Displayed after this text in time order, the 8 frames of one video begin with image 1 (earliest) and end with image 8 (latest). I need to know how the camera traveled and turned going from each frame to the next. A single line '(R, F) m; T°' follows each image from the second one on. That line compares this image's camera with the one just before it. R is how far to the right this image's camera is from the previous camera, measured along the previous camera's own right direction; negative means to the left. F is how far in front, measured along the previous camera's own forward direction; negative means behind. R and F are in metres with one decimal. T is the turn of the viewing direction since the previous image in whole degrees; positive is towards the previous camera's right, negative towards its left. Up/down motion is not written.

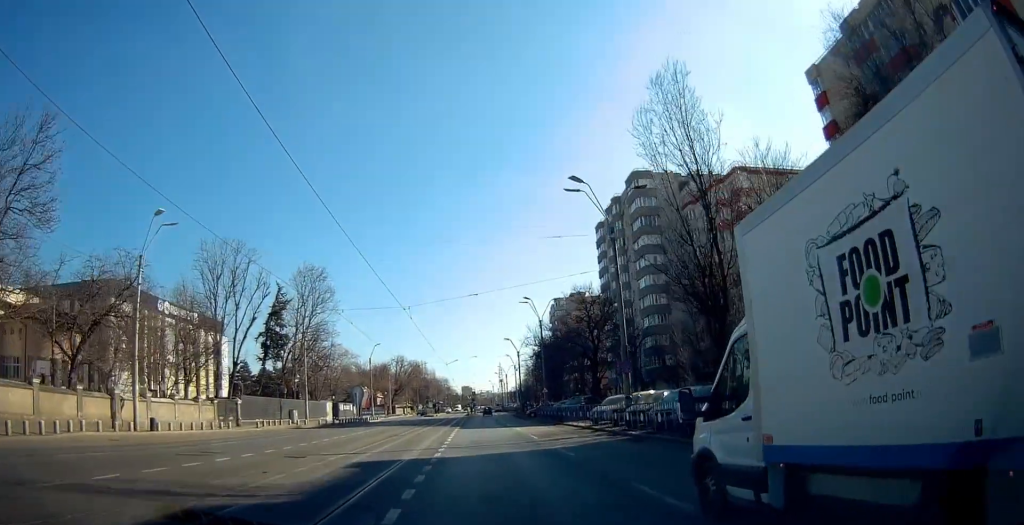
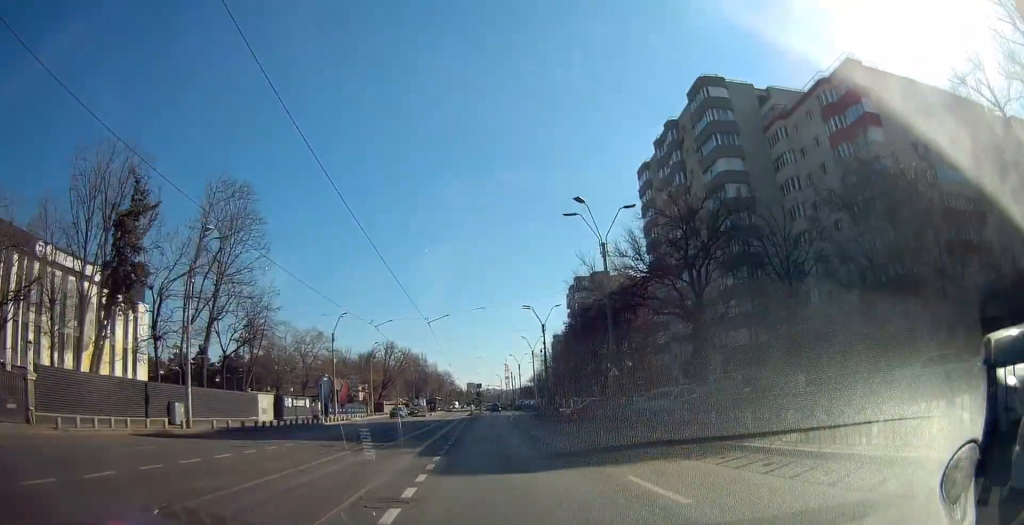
(+0.5, +26.1) m; +2°
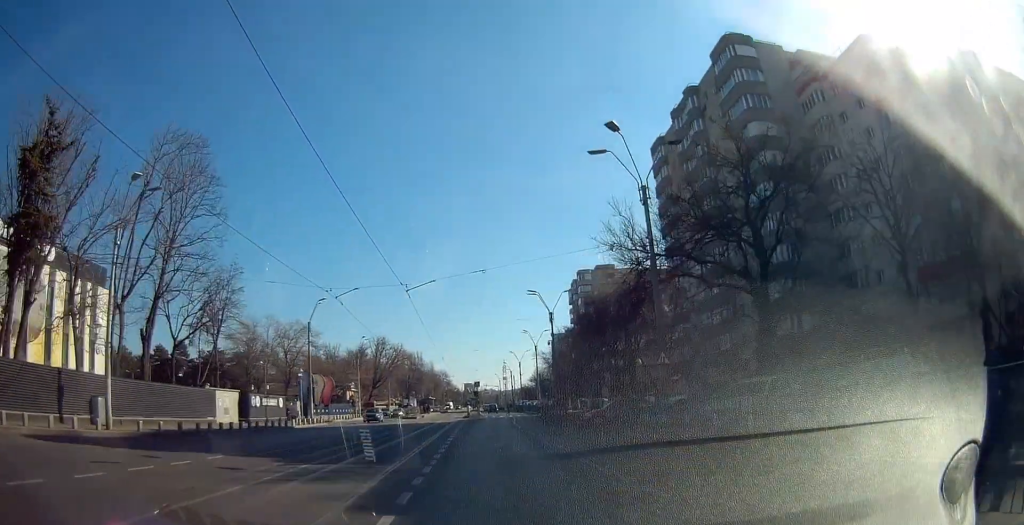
(0.0, +8.3) m; 0°
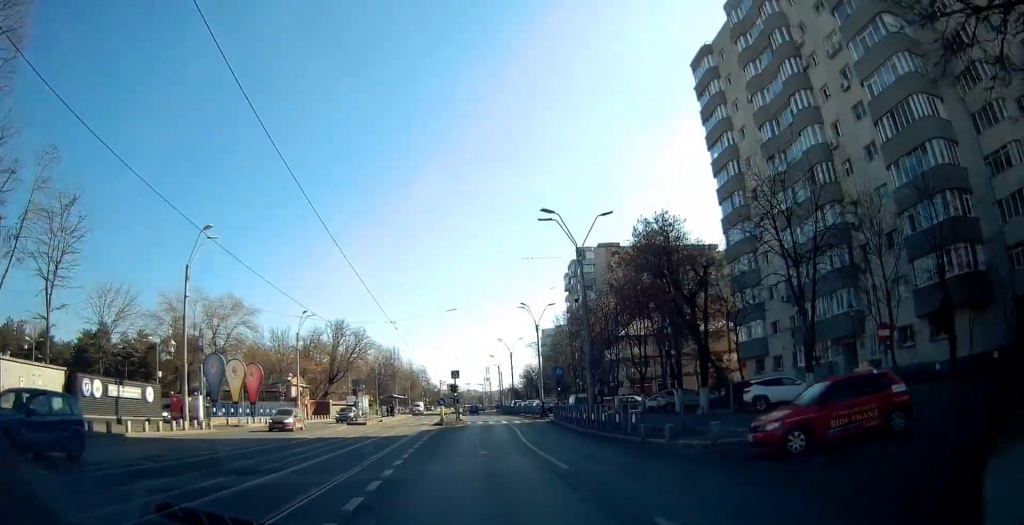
(+0.2, +22.0) m; +1°
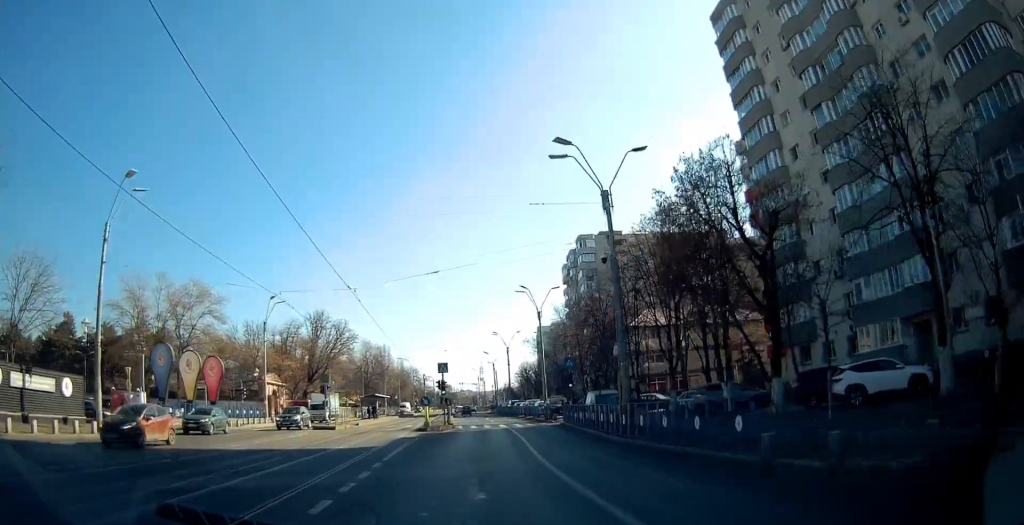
(0.0, +8.3) m; +1°
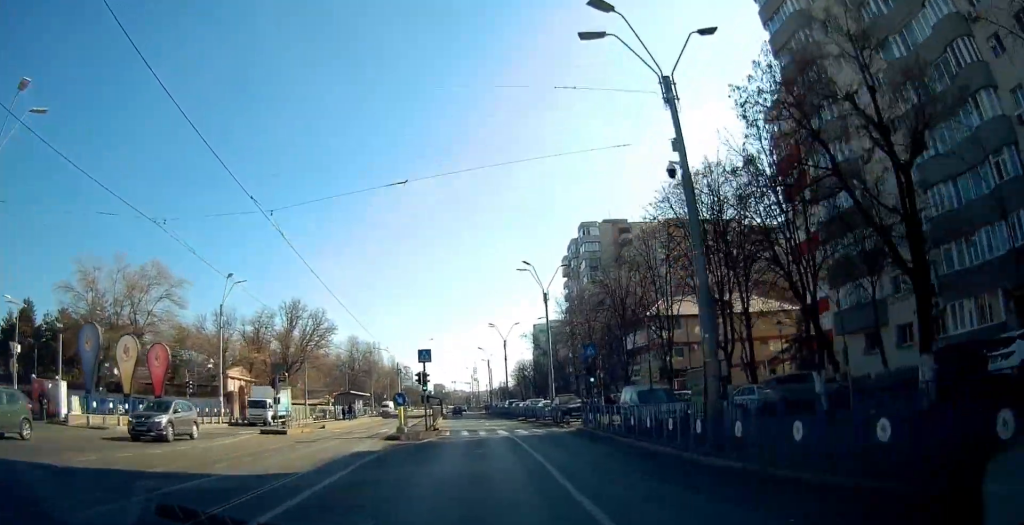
(-0.1, +8.5) m; +2°
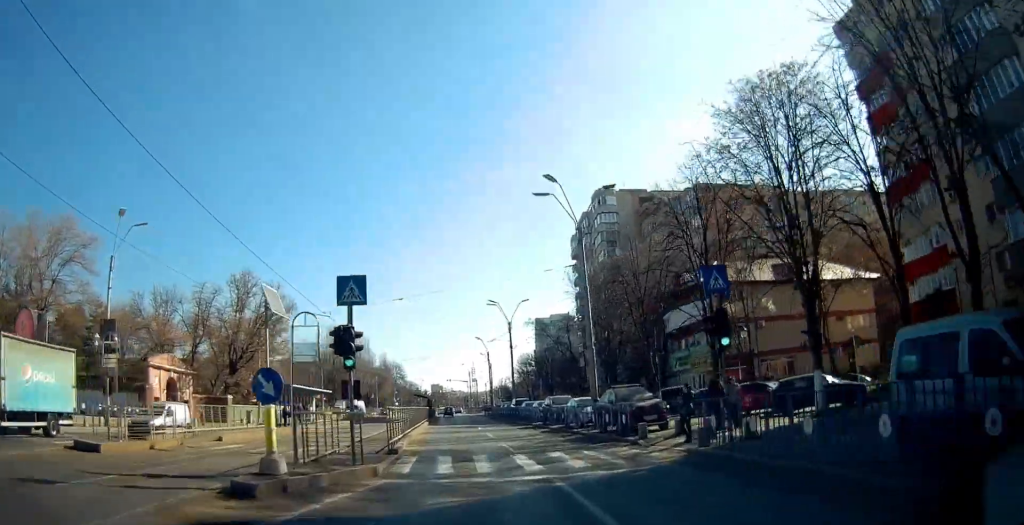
(+0.4, +15.7) m; 0°
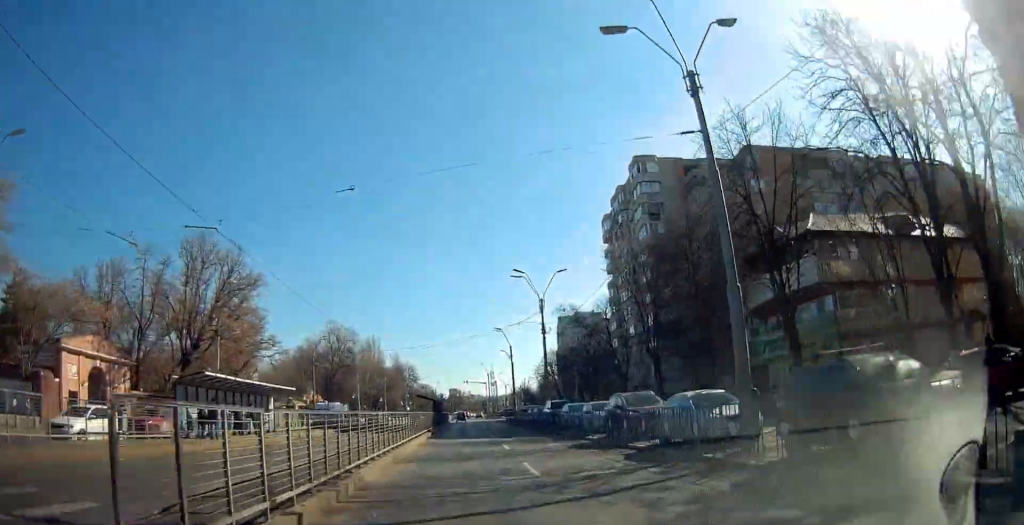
(-0.4, +13.6) m; -1°
